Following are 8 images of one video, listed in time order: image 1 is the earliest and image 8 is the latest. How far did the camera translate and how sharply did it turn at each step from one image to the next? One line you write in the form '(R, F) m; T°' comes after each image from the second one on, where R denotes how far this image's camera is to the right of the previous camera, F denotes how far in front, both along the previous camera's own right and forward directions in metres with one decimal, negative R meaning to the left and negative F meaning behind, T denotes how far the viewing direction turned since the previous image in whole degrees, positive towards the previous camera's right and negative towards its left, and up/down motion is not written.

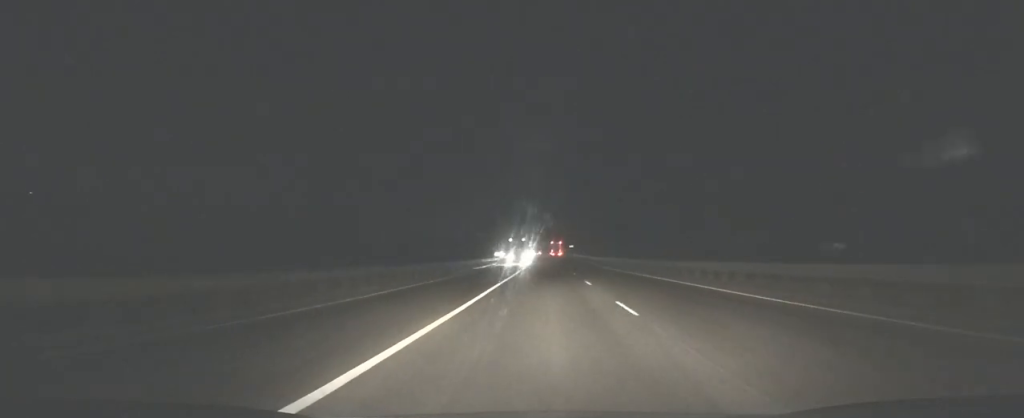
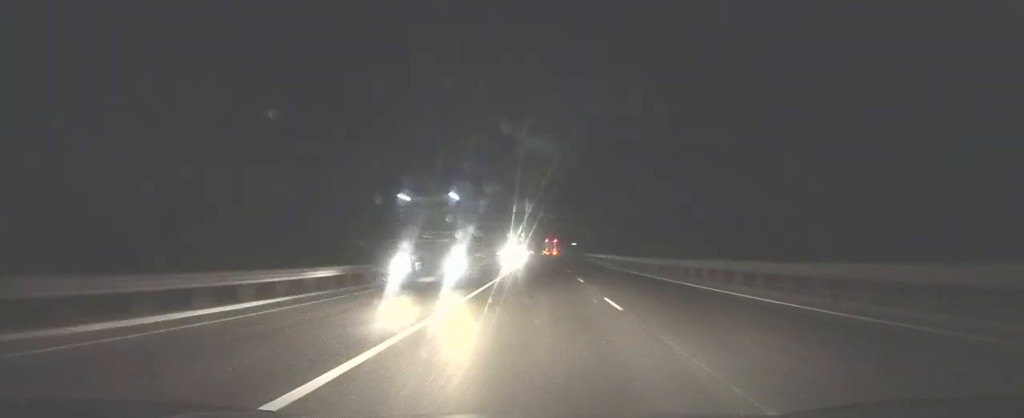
(0.0, +33.2) m; 0°
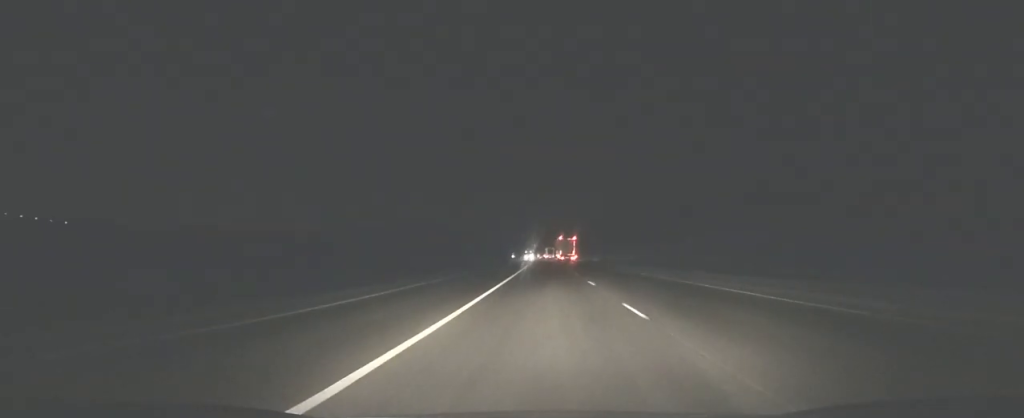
(-6.7, +179.9) m; -4°
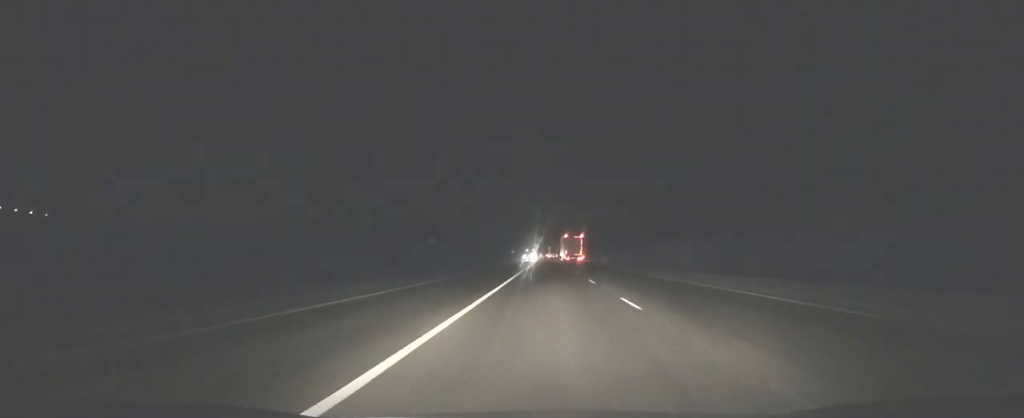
(-0.5, +34.9) m; 0°
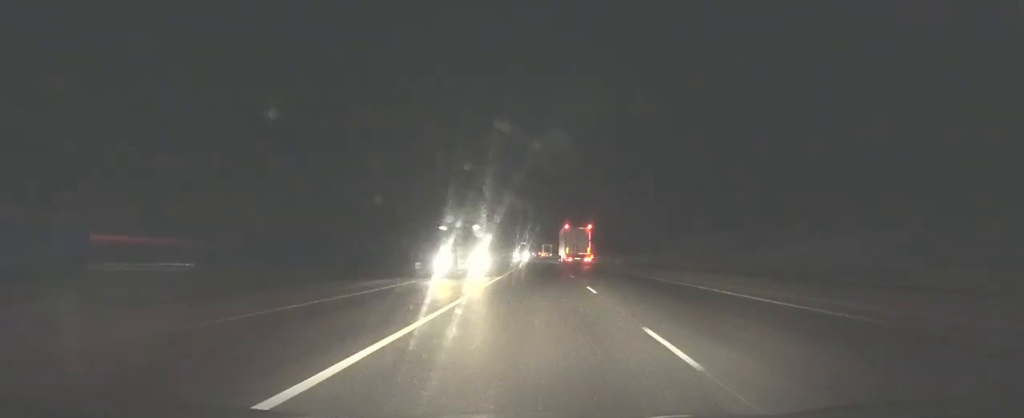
(+0.1, +78.8) m; 0°
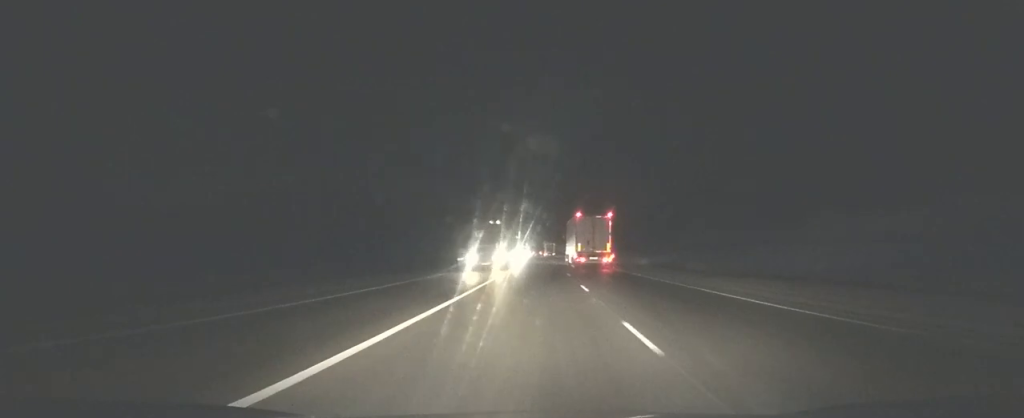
(-0.2, +46.2) m; 0°
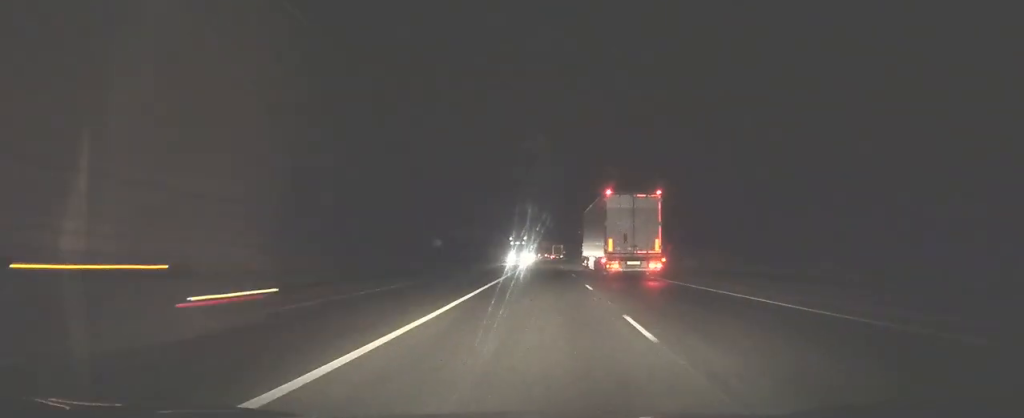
(0.0, +45.8) m; -1°
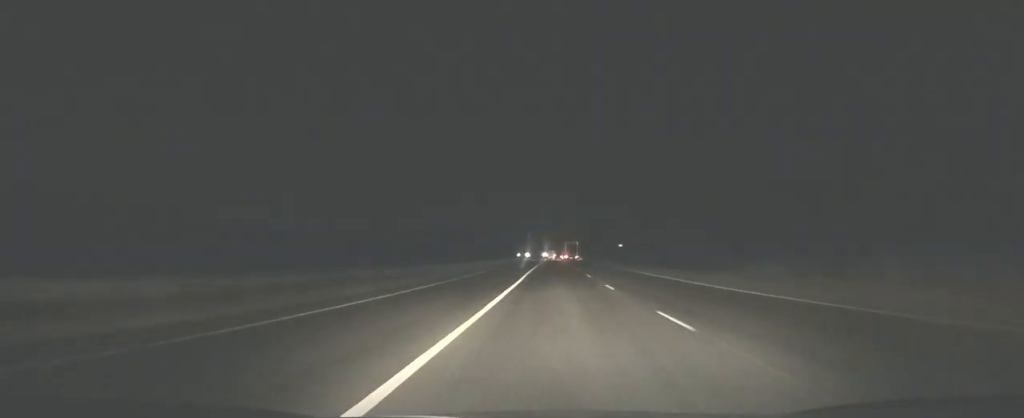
(-1.2, +154.7) m; 0°
